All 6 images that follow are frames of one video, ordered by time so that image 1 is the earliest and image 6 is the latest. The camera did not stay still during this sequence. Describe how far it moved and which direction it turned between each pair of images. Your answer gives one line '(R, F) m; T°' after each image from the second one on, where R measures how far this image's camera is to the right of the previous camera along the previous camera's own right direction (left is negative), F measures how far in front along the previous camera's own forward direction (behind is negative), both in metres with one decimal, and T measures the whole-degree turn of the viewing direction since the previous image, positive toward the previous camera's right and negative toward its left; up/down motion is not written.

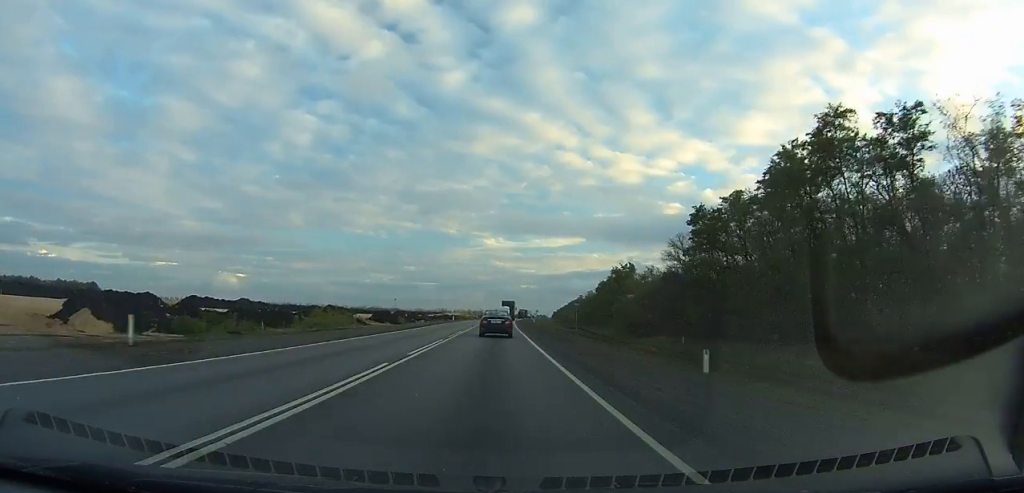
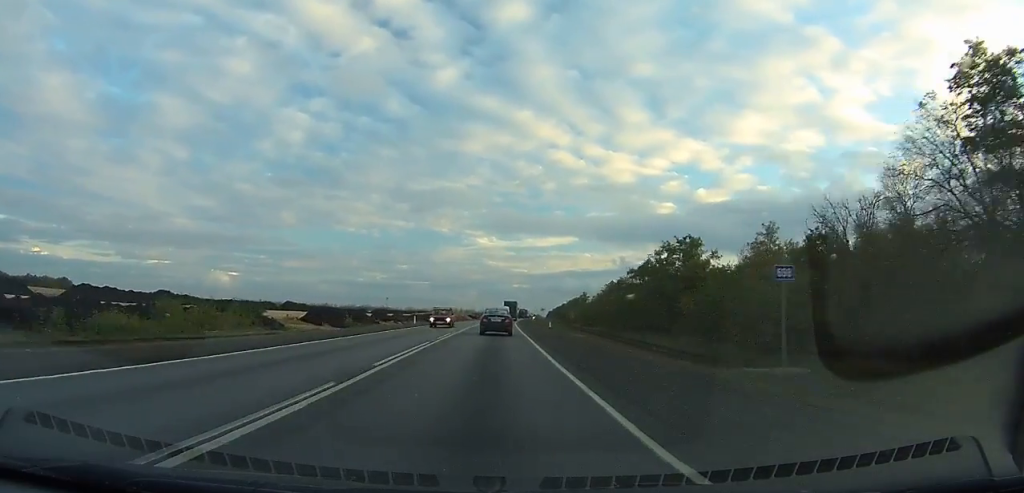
(+0.3, +40.8) m; +1°
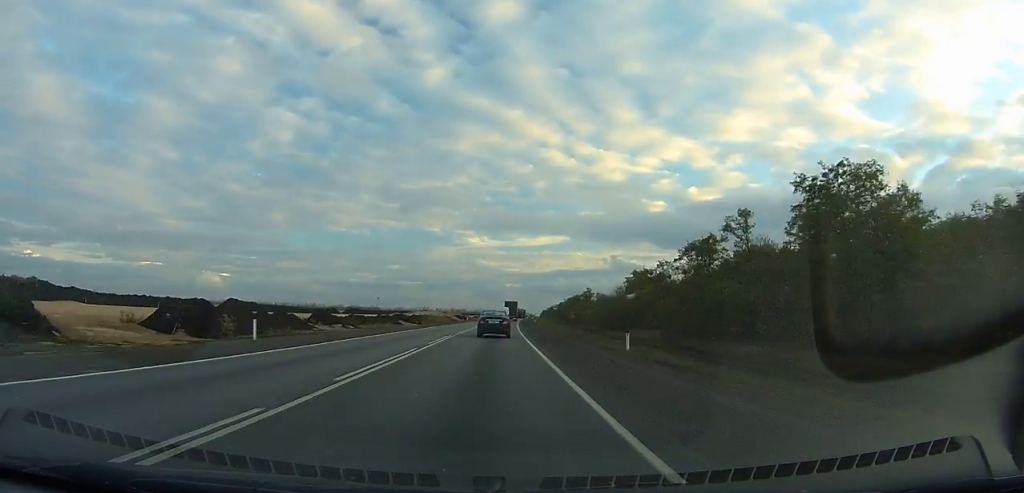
(+0.2, +39.1) m; +1°
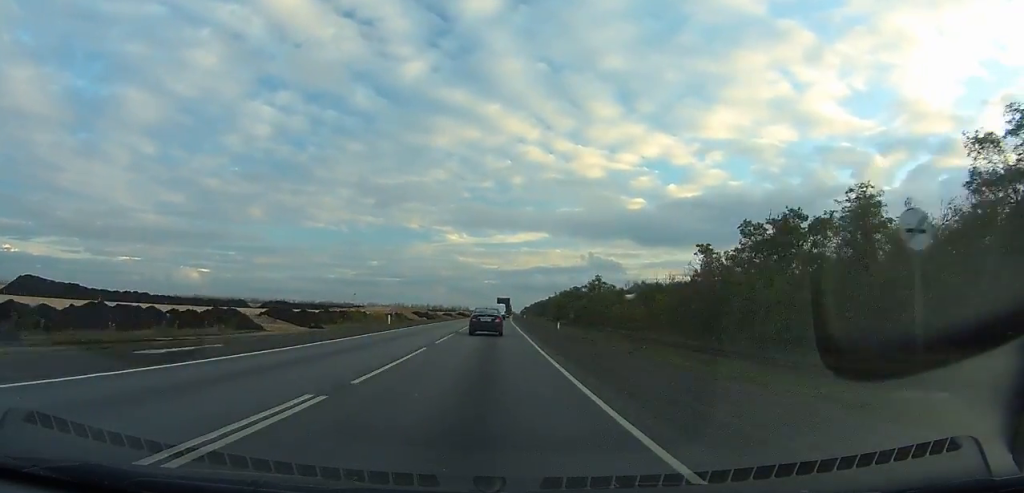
(+1.0, +73.7) m; +1°
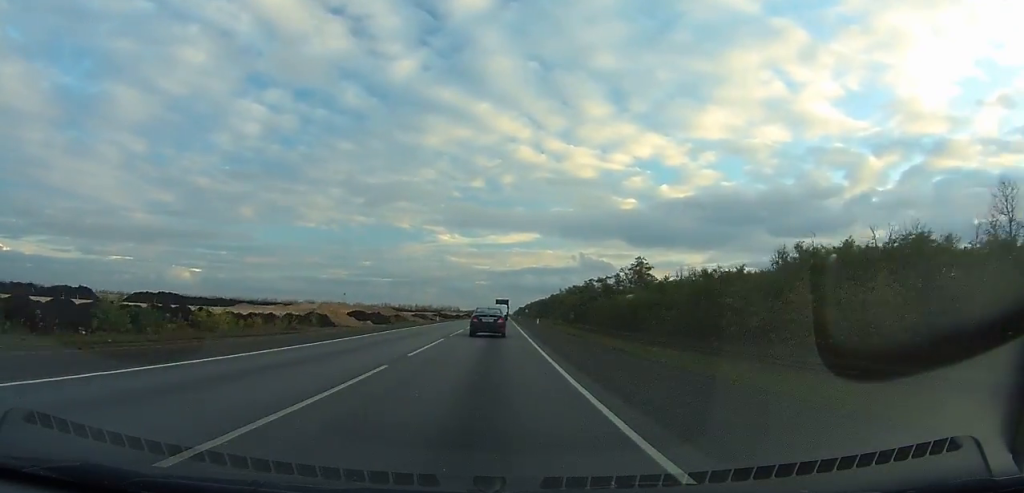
(+0.5, +70.9) m; +1°
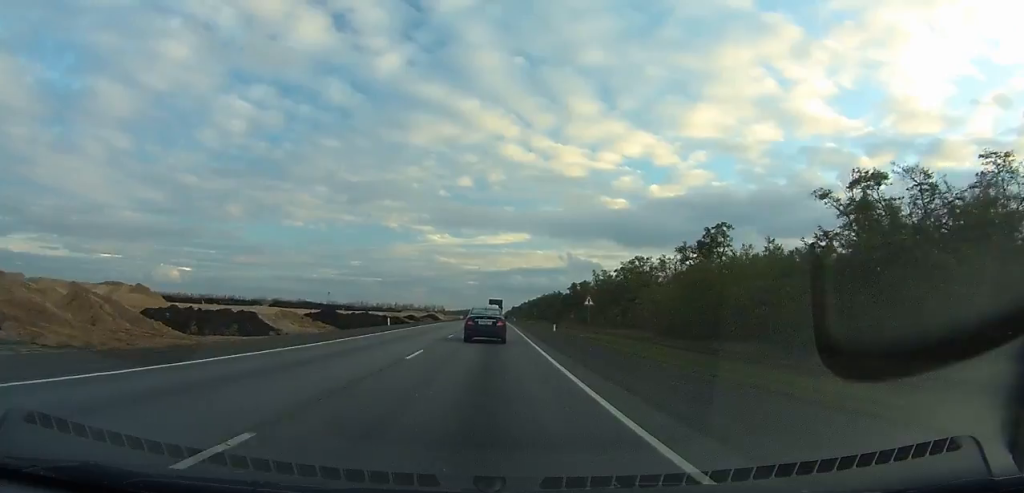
(+1.7, +133.1) m; +1°
